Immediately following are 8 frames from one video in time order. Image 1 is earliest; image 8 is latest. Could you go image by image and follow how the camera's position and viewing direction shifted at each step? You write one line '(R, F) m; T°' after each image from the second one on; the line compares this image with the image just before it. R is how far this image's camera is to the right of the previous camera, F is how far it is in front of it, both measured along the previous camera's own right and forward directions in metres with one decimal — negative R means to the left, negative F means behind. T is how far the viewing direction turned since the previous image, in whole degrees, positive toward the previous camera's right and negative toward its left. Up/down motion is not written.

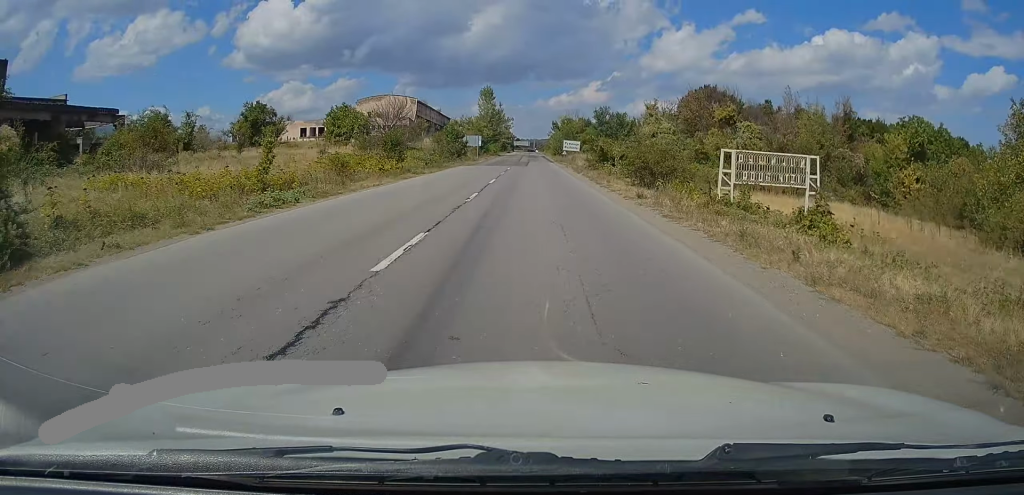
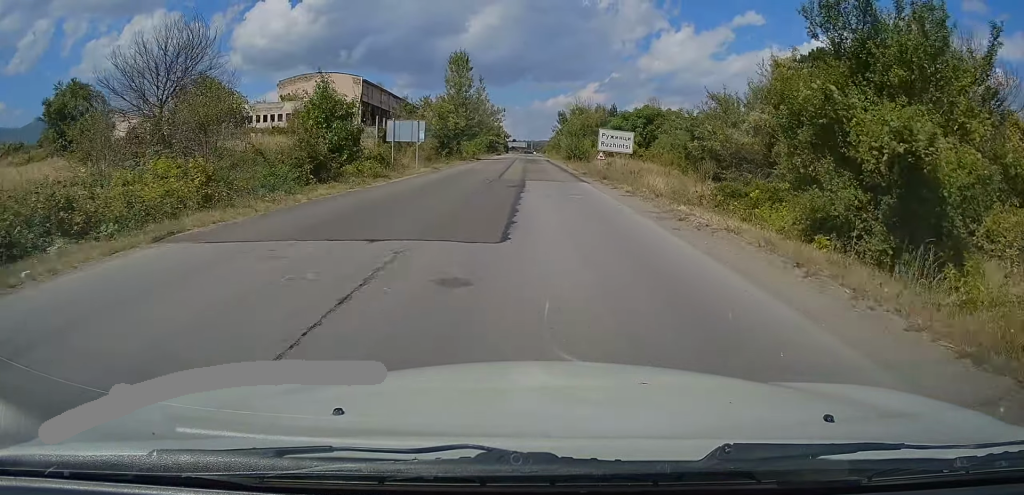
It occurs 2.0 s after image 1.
(-0.5, +43.5) m; -1°
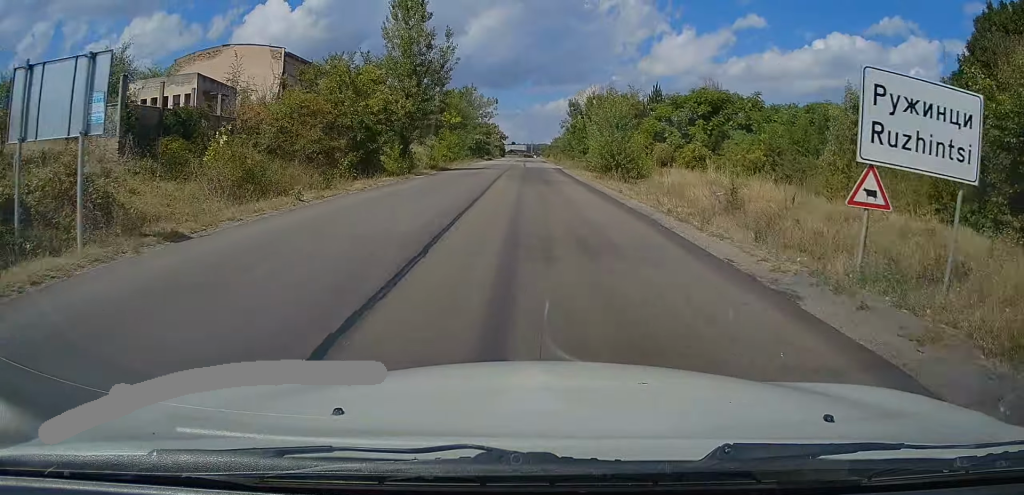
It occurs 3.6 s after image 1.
(+0.2, +31.3) m; +1°
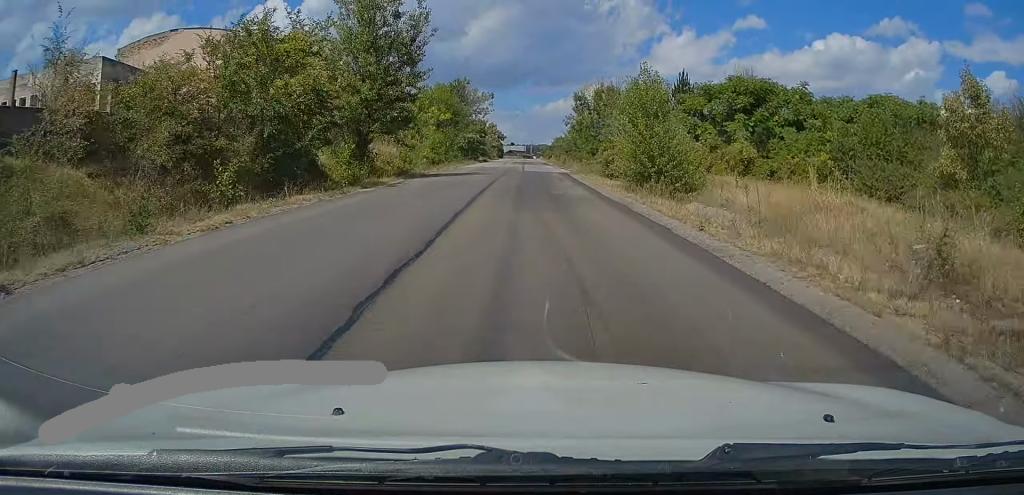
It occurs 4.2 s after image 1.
(0.0, +10.8) m; 0°
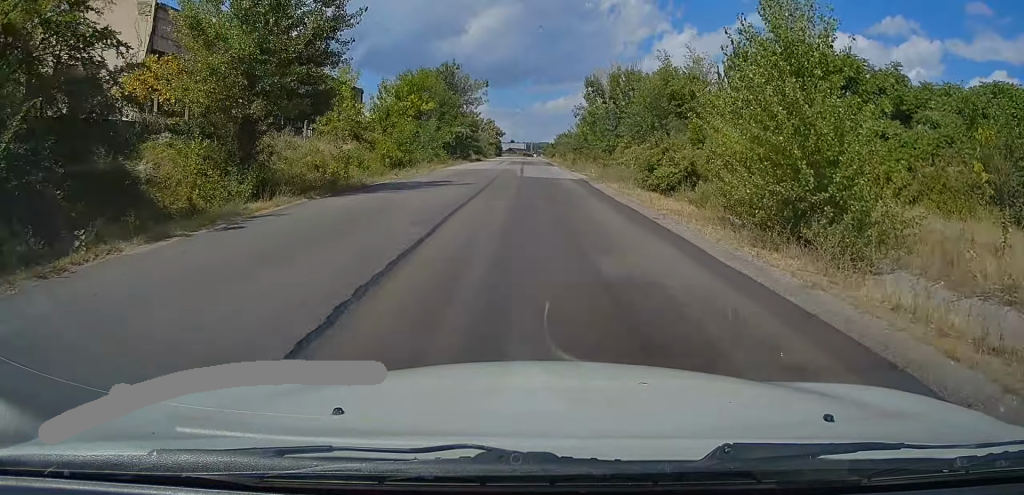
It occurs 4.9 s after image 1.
(-0.3, +13.6) m; 0°
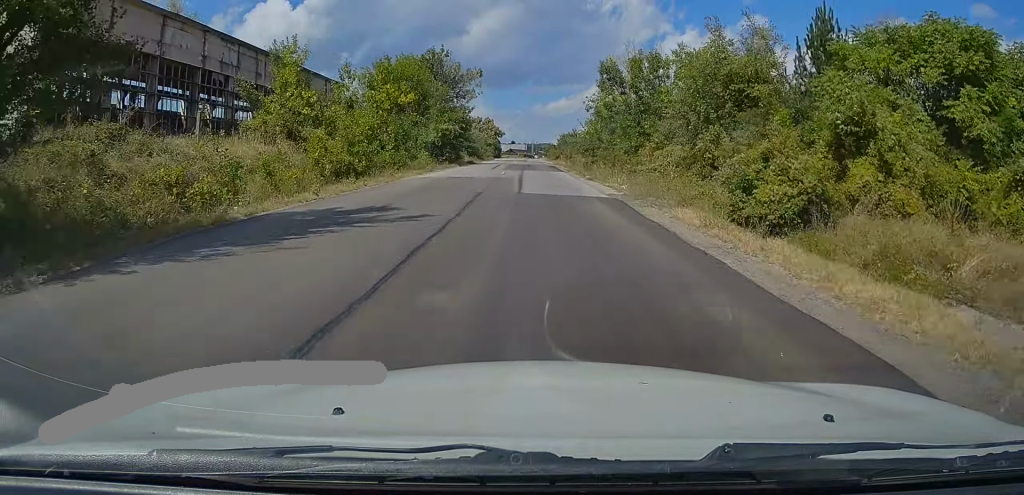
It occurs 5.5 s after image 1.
(+0.2, +11.2) m; 0°
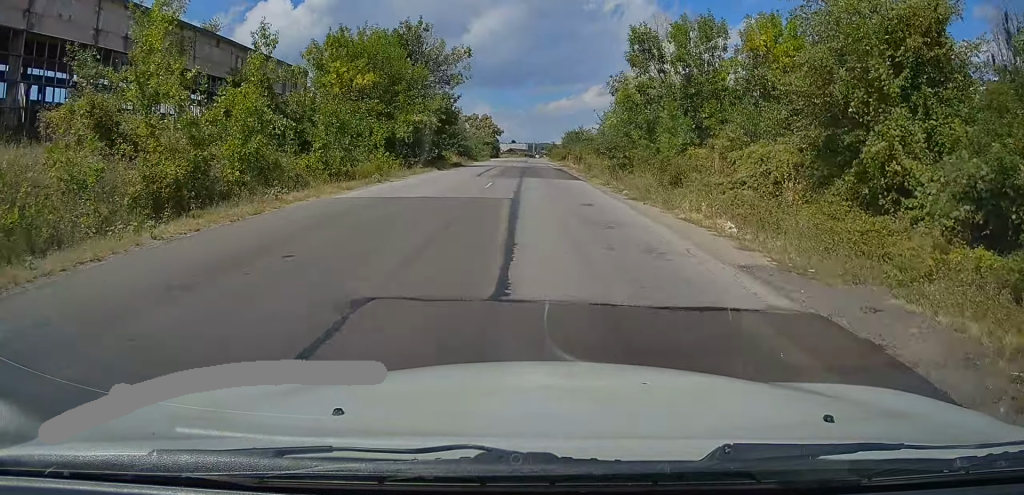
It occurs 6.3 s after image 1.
(0.0, +13.9) m; 0°
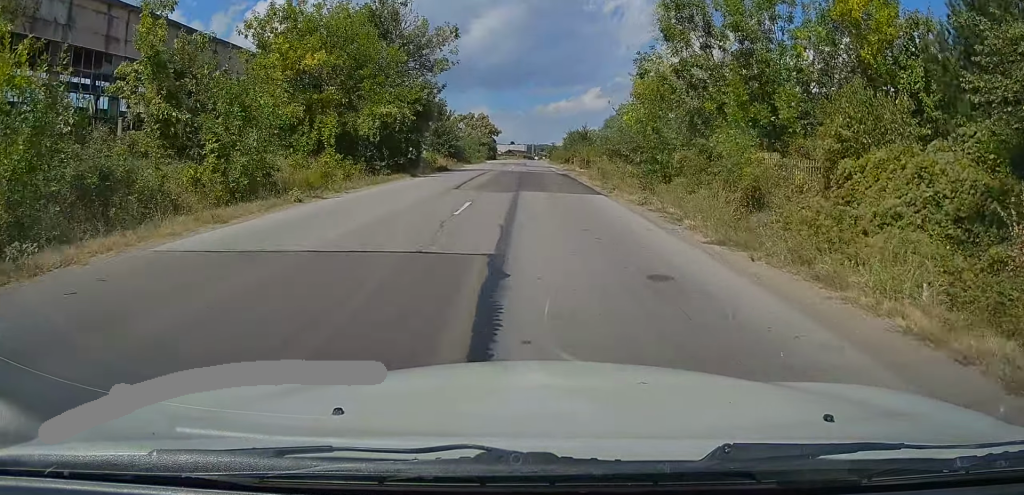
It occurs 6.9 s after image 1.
(-0.2, +9.0) m; 0°
